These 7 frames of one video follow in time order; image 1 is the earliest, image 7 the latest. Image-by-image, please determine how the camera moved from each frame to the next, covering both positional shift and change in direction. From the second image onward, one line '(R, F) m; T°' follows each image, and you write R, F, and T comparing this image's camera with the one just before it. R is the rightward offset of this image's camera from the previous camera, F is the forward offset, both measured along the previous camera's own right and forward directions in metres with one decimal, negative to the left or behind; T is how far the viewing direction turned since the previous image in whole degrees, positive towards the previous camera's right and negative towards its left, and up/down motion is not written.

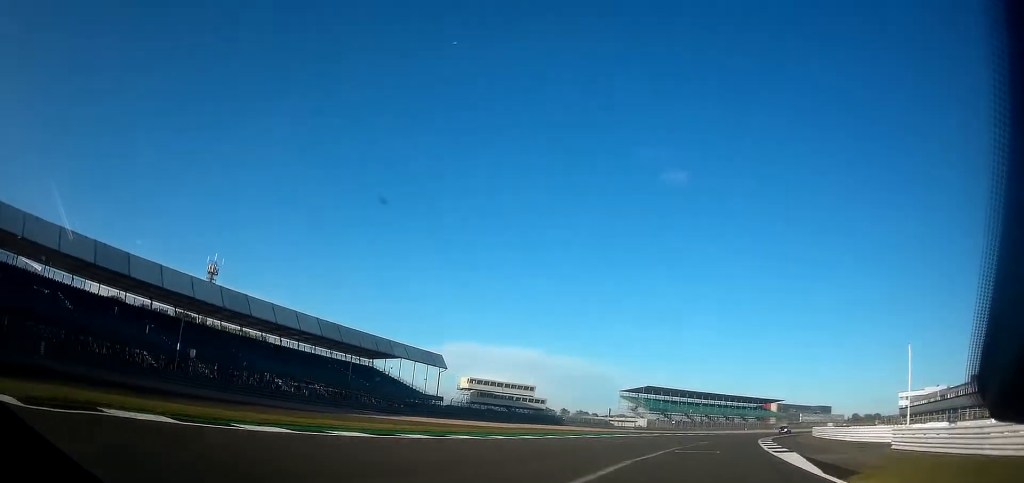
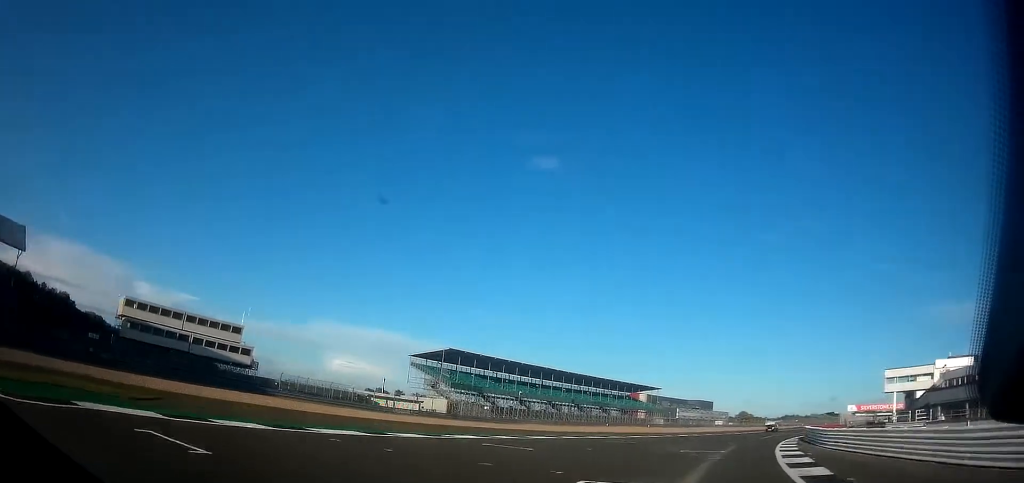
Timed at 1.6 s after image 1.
(+6.7, +67.5) m; +11°
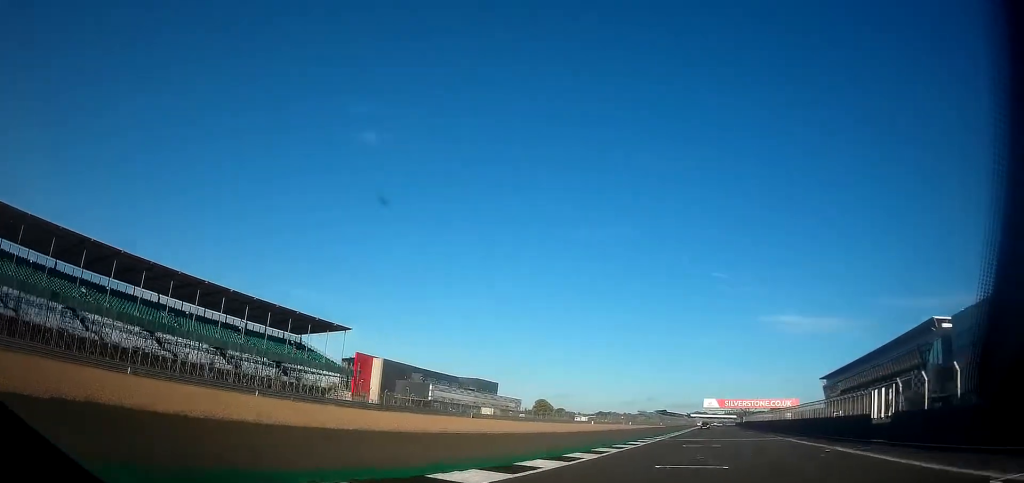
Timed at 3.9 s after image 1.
(+9.7, +103.3) m; +9°
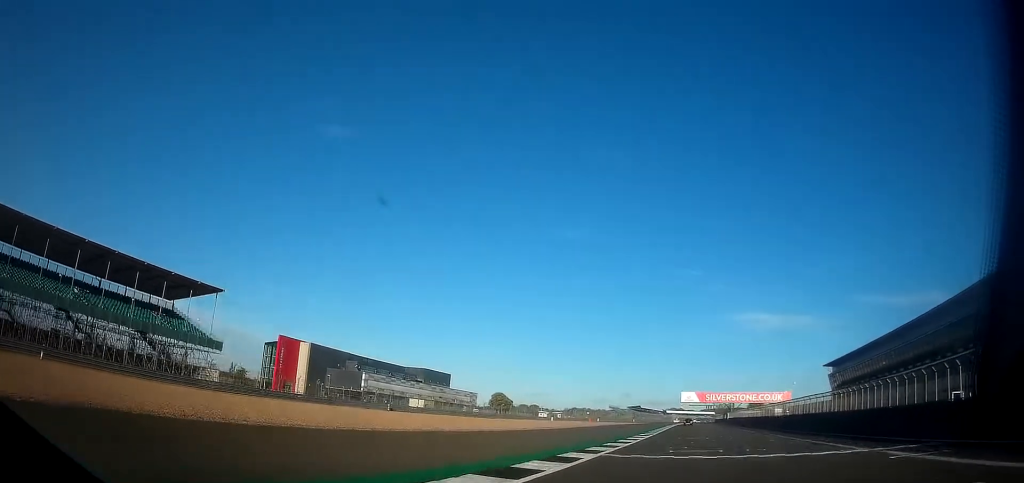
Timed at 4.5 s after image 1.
(+0.4, +25.9) m; +2°
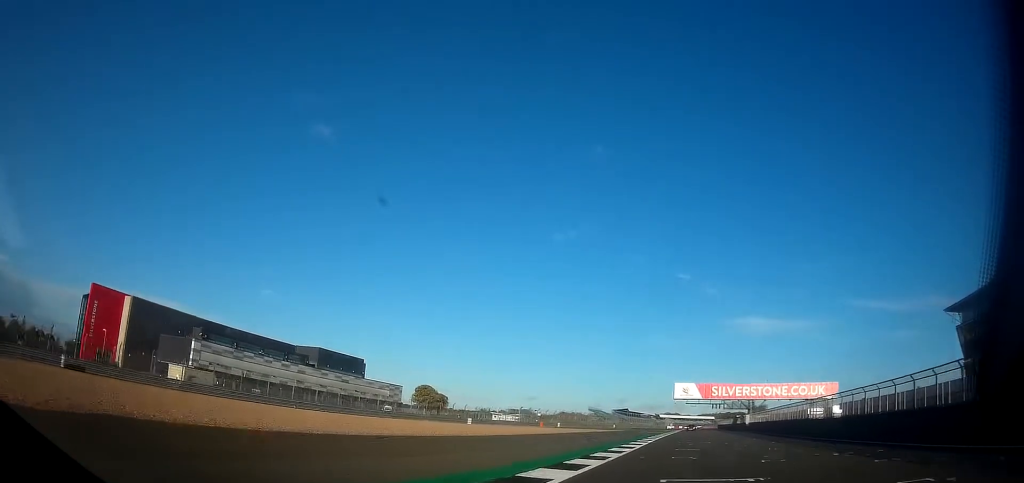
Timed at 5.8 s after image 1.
(+2.6, +60.1) m; +9°
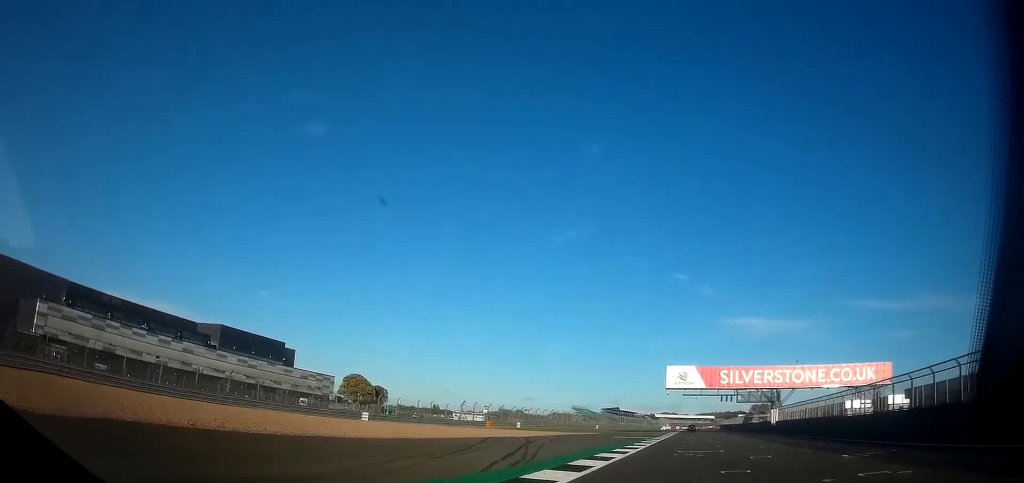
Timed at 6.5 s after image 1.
(+1.6, +35.9) m; +7°
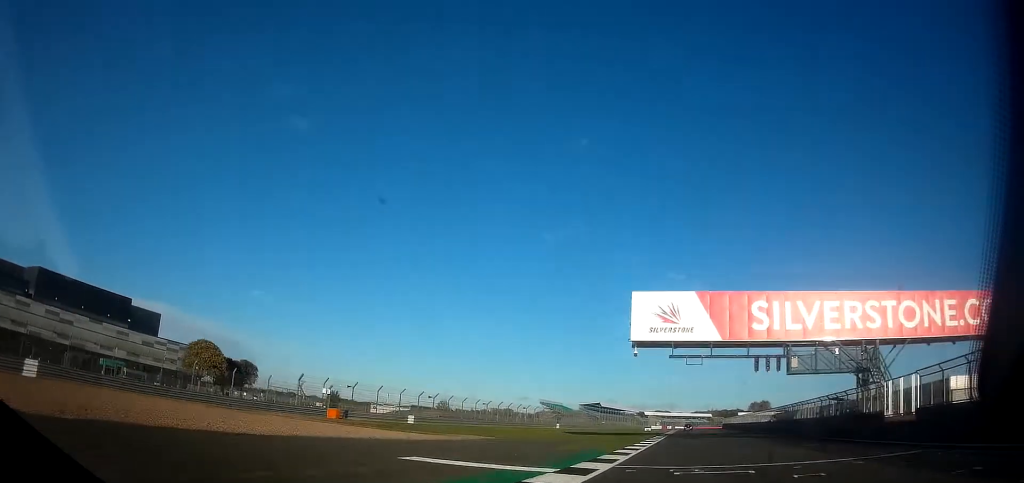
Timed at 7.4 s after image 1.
(+4.9, +44.3) m; +2°
